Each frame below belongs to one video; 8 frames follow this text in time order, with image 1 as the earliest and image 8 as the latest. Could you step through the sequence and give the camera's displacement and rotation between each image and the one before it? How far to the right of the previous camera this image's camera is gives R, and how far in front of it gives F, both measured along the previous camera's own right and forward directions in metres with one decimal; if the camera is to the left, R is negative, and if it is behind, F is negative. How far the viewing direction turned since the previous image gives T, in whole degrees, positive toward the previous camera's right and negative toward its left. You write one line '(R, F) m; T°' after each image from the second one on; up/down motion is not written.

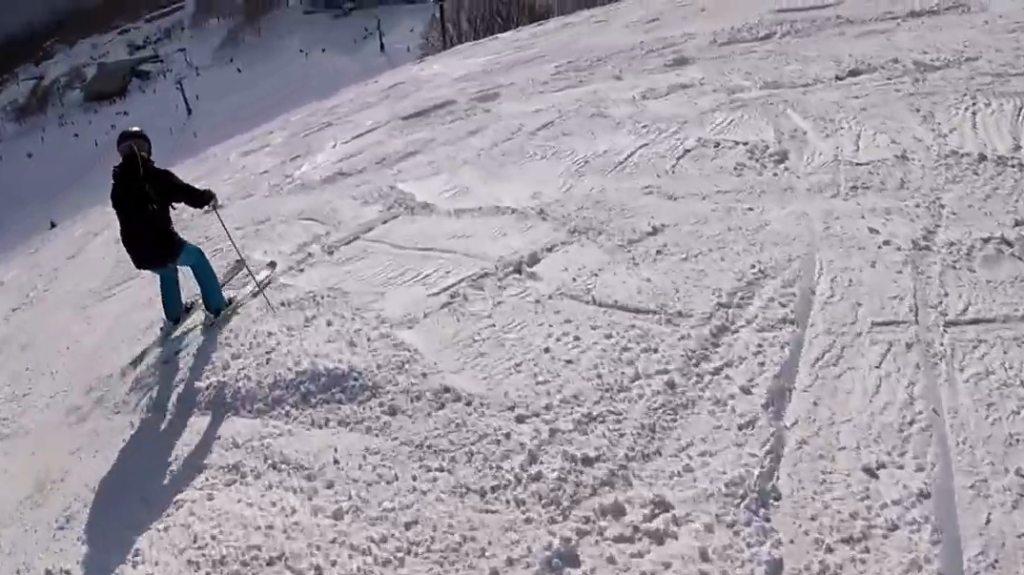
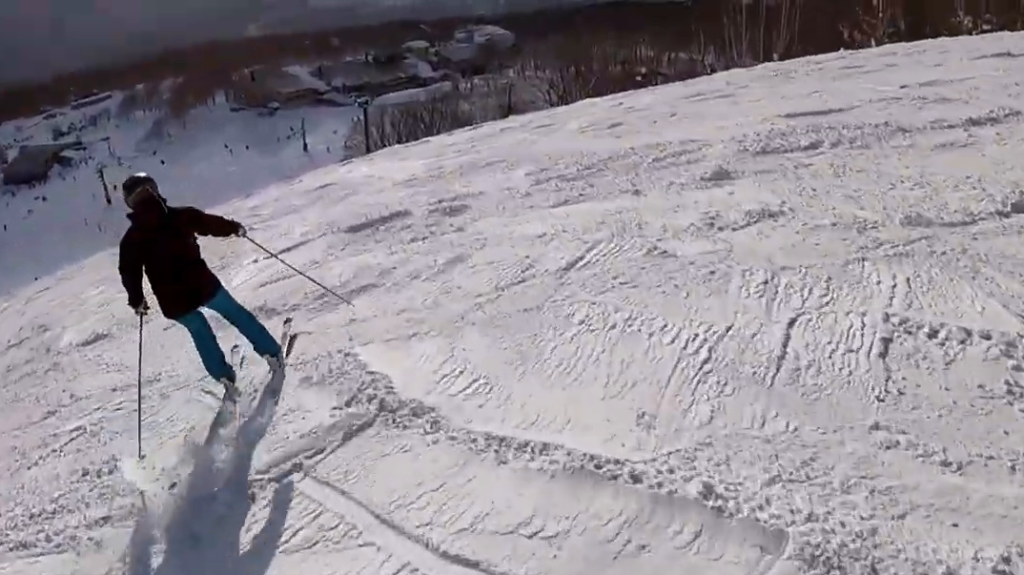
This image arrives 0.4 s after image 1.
(+0.2, +2.0) m; +1°
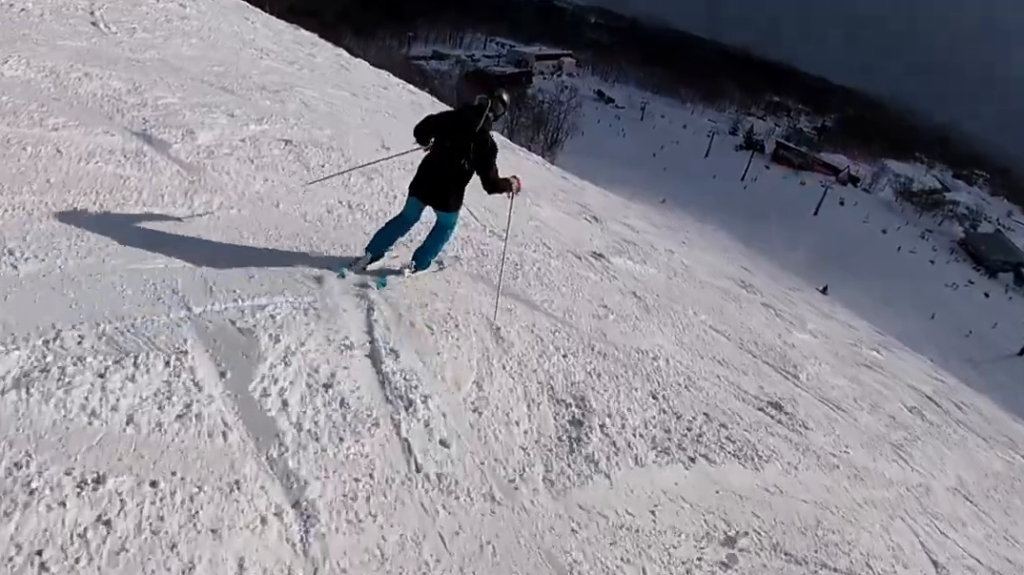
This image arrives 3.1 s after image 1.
(-2.6, +11.0) m; -27°
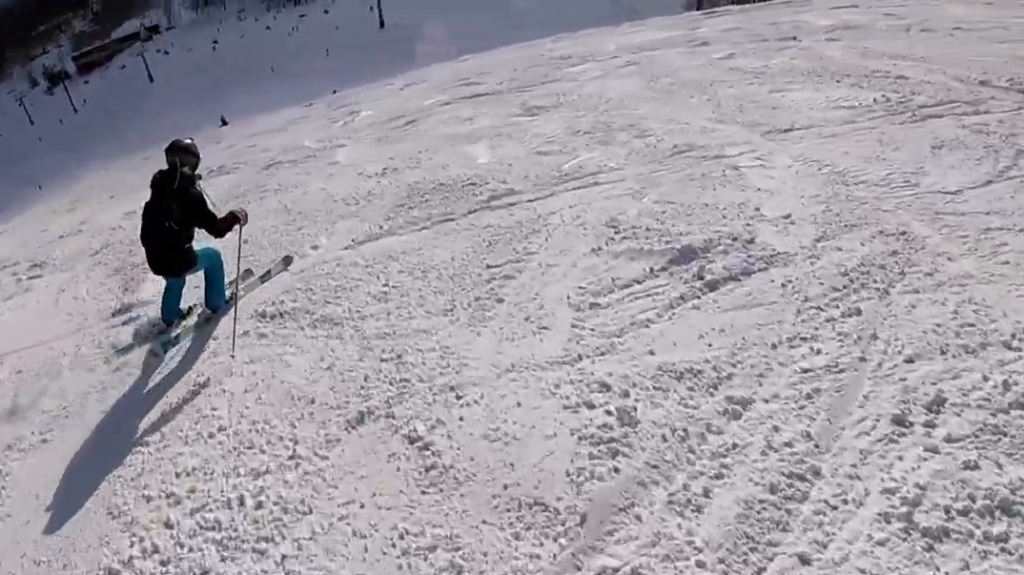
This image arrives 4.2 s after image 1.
(+0.6, +4.3) m; +30°
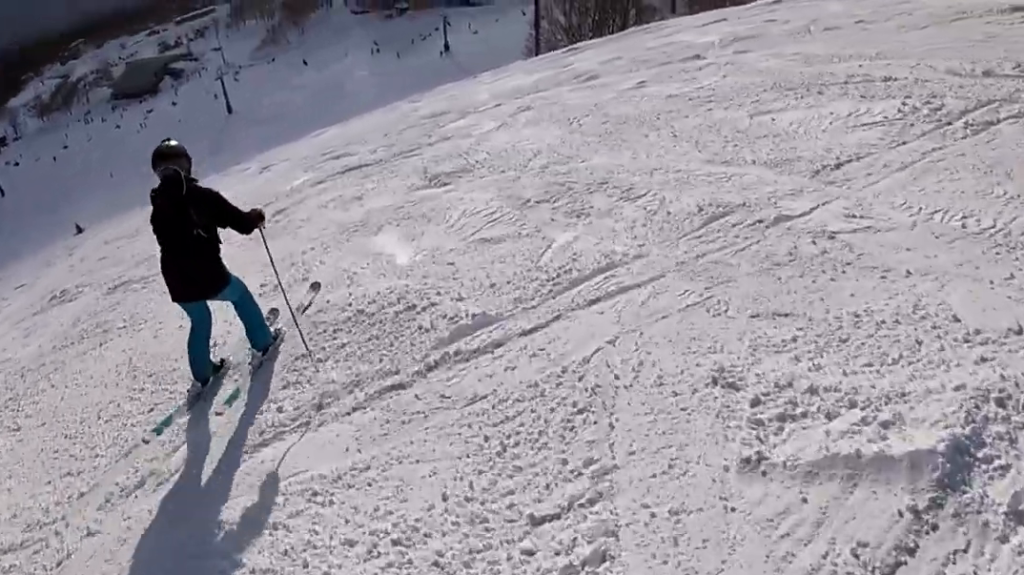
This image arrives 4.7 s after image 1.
(+0.8, +2.2) m; +7°
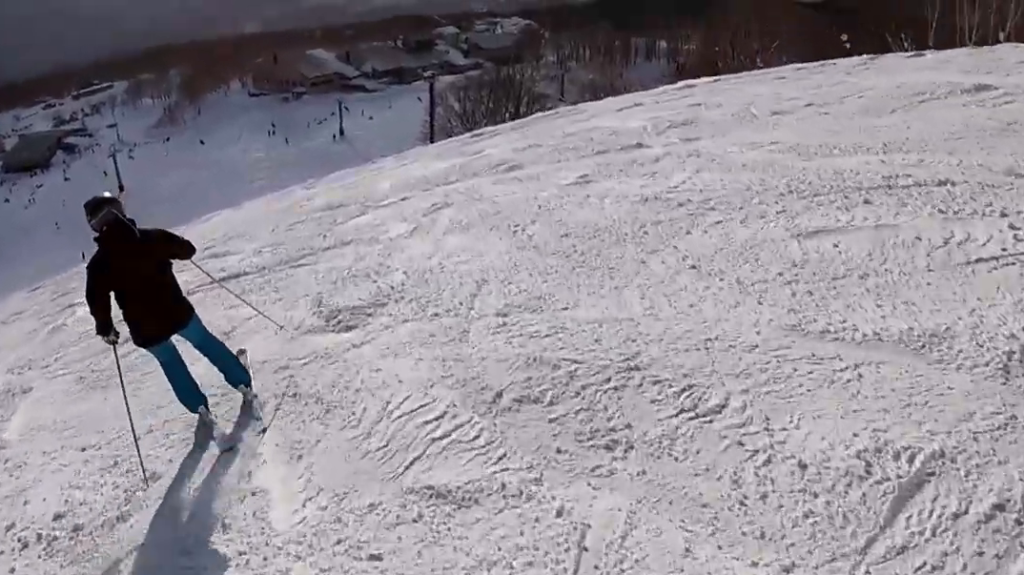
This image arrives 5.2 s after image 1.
(+0.3, +2.3) m; -1°
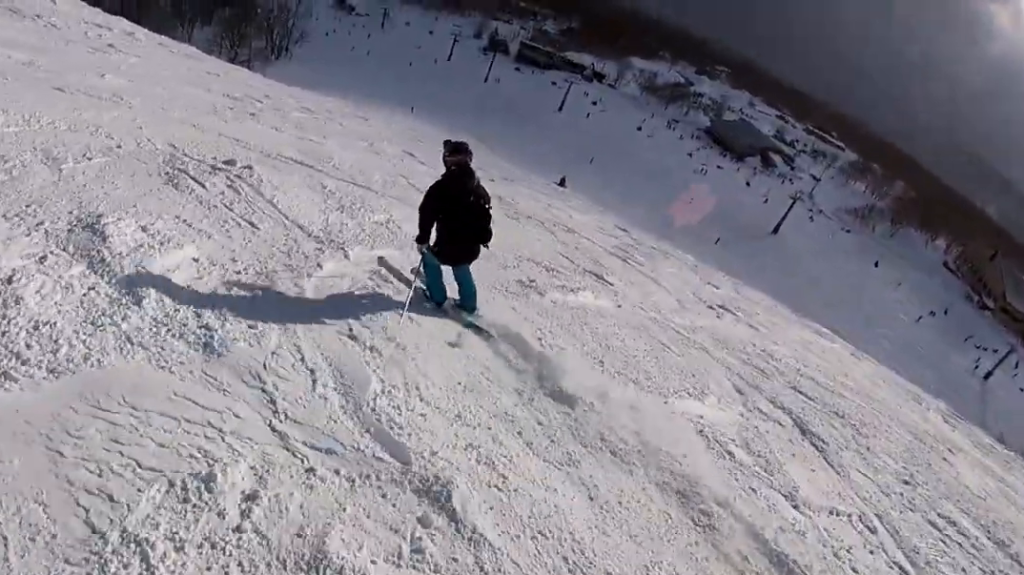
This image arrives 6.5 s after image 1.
(-1.7, +5.2) m; -32°
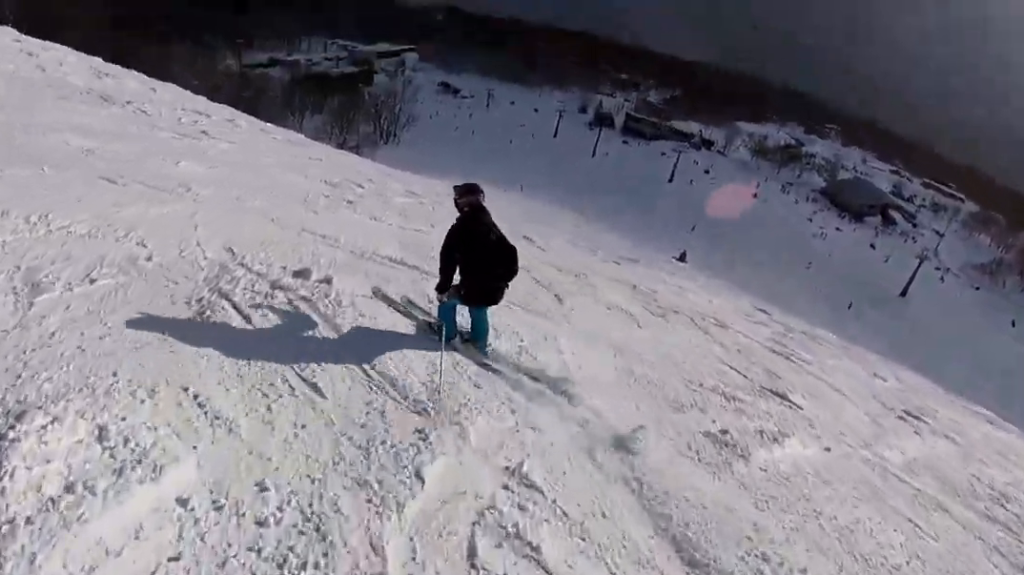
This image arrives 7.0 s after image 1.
(-0.3, +2.0) m; -8°
